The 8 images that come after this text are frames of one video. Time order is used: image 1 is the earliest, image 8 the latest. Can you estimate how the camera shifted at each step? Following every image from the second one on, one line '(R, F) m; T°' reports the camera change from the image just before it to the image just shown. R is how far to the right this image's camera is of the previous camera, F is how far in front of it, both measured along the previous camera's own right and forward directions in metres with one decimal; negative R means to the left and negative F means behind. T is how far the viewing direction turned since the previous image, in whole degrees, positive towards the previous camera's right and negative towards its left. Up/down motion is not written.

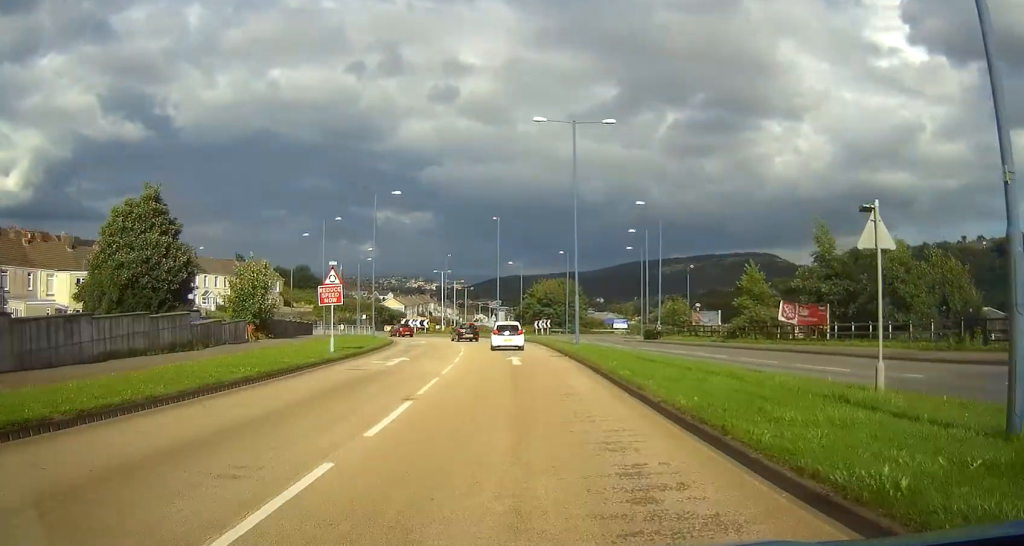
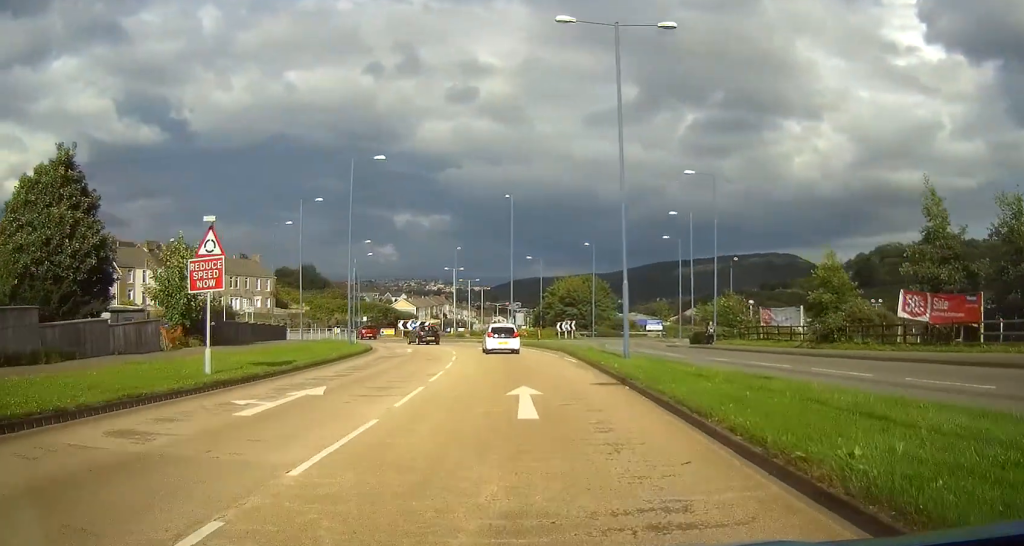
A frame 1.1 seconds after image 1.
(-0.1, +14.2) m; -1°
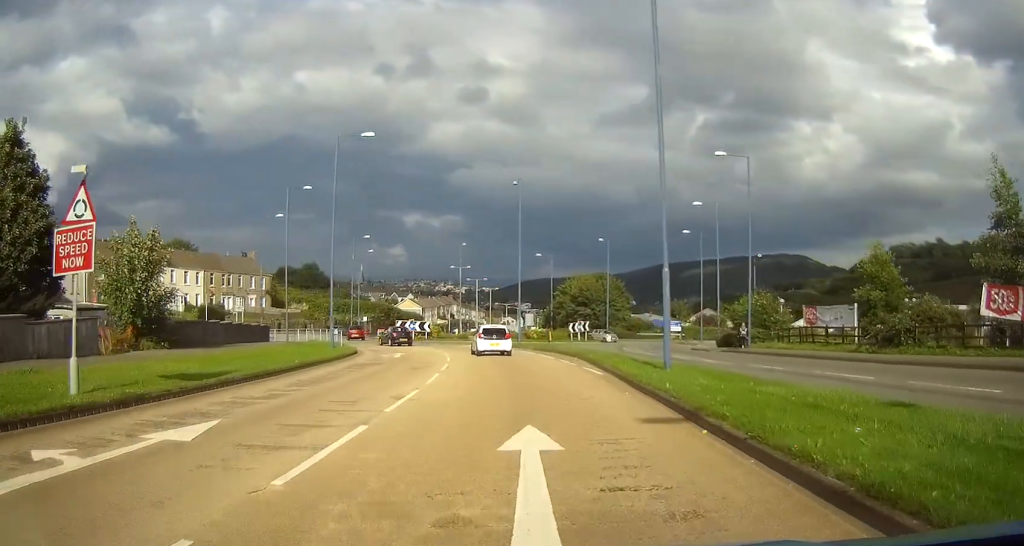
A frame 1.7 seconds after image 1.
(-0.1, +6.5) m; -1°
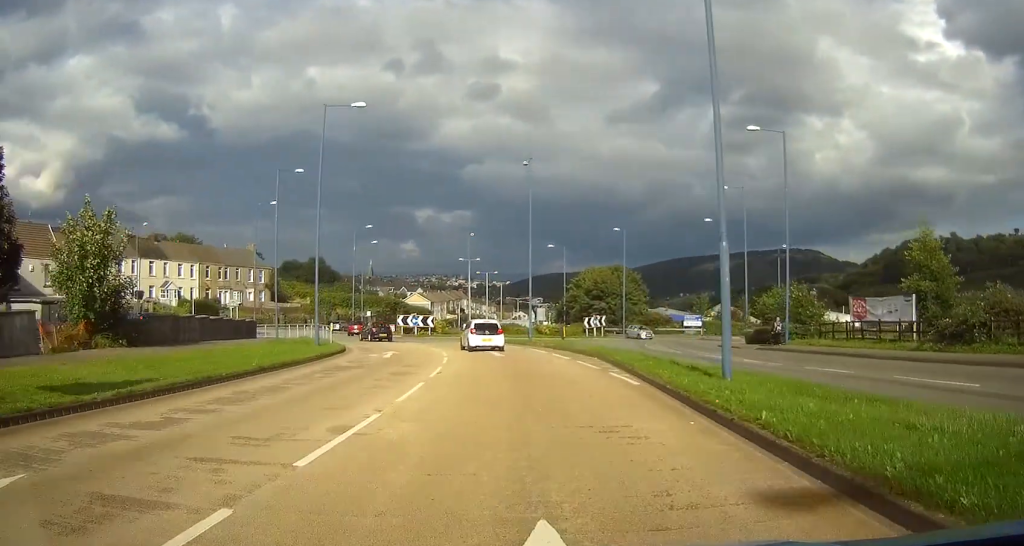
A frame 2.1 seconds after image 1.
(0.0, +5.3) m; -1°
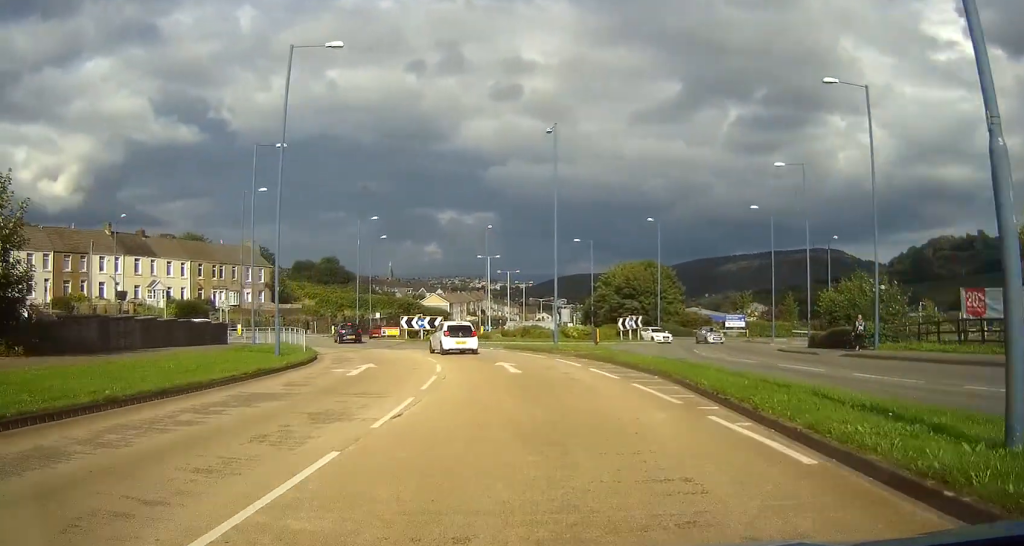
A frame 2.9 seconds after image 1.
(-0.1, +9.4) m; 0°
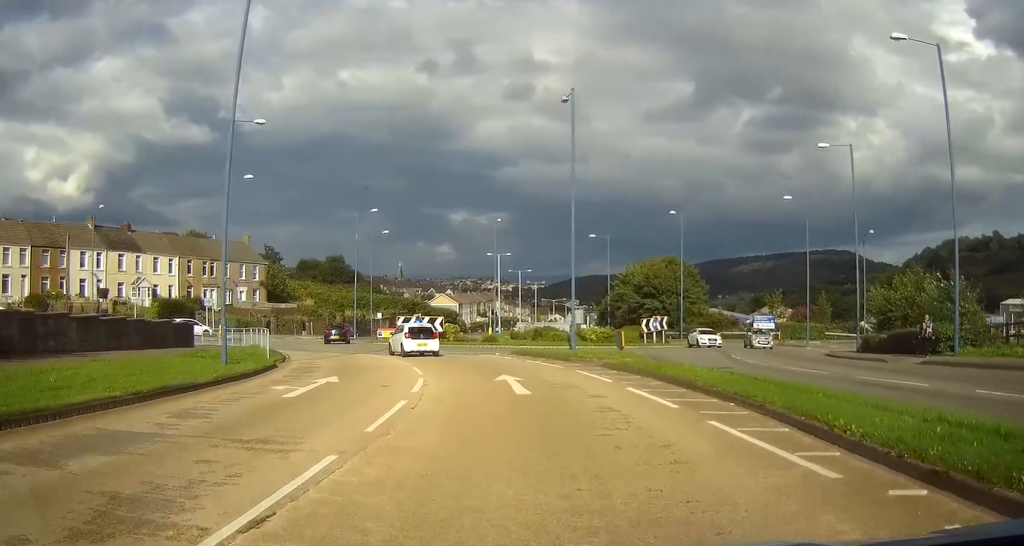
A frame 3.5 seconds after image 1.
(0.0, +6.6) m; 0°
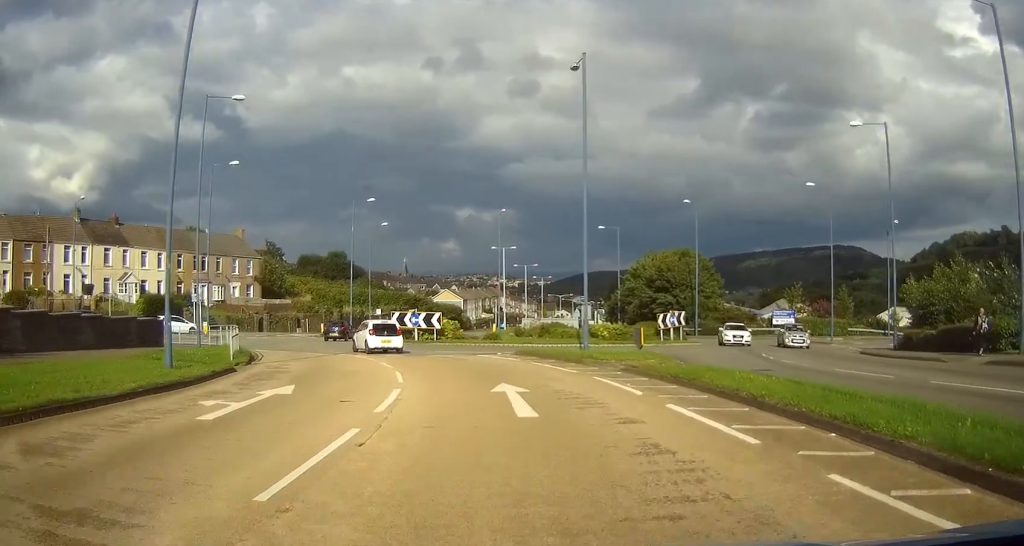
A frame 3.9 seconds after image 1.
(0.0, +4.5) m; 0°
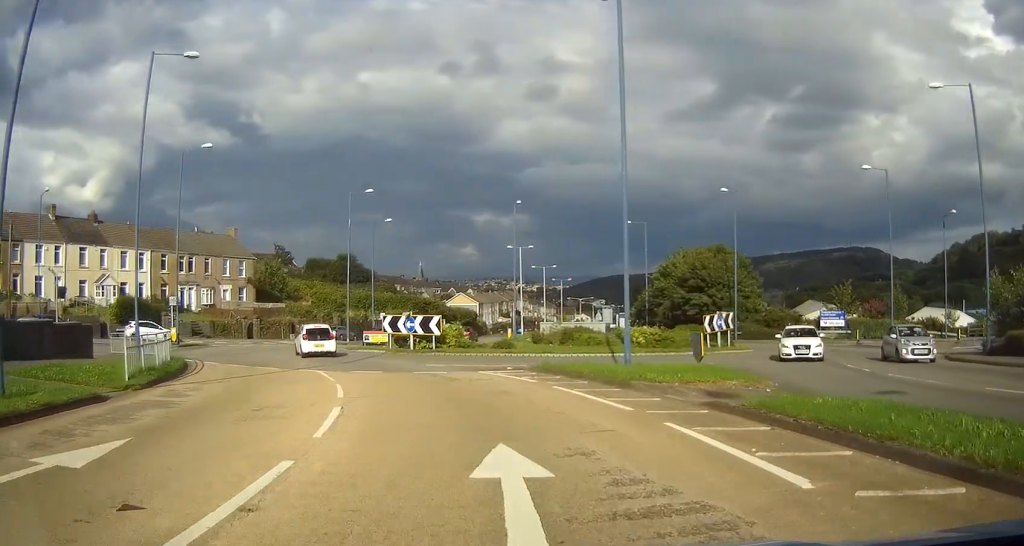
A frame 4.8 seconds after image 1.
(0.0, +8.5) m; -1°
